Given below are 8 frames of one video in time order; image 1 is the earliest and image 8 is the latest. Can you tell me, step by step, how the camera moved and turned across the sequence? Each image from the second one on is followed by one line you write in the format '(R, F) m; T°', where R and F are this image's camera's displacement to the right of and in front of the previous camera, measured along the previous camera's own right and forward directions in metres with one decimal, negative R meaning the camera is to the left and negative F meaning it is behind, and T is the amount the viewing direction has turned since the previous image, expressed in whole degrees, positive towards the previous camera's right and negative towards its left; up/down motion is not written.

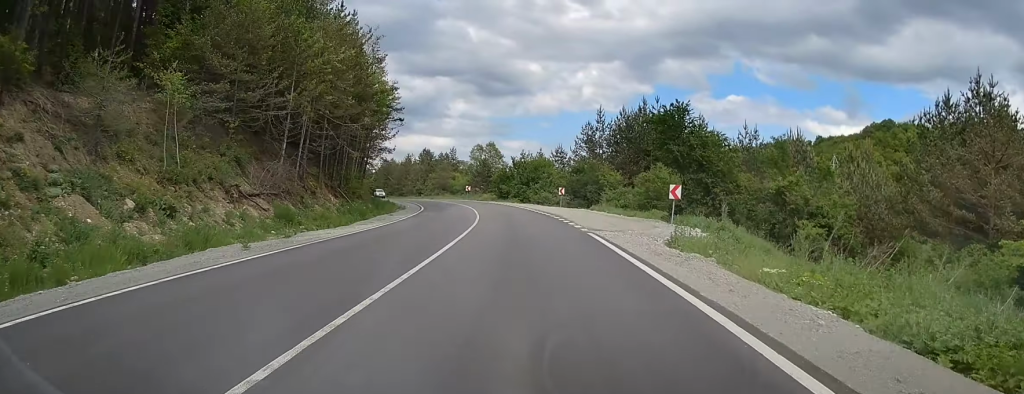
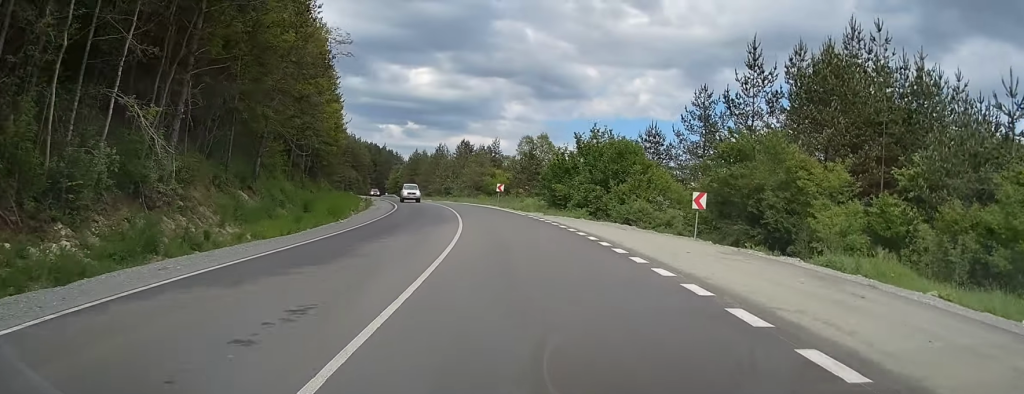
(-1.4, +37.3) m; -5°
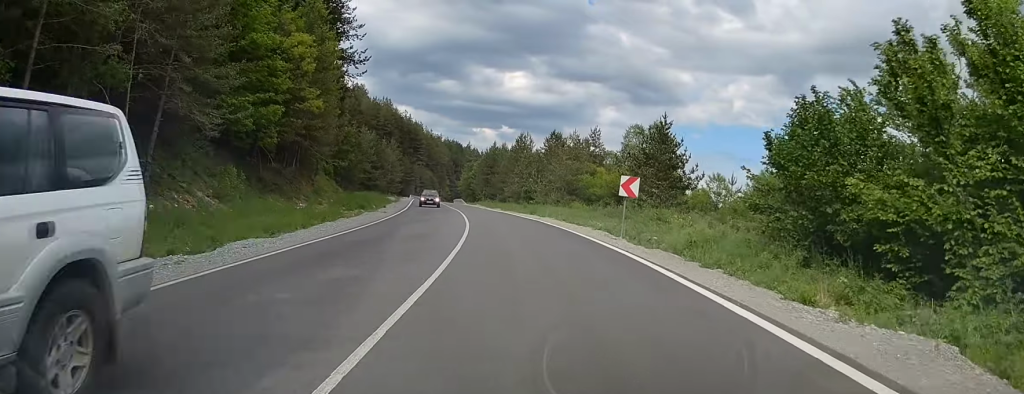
(-1.7, +36.5) m; -6°
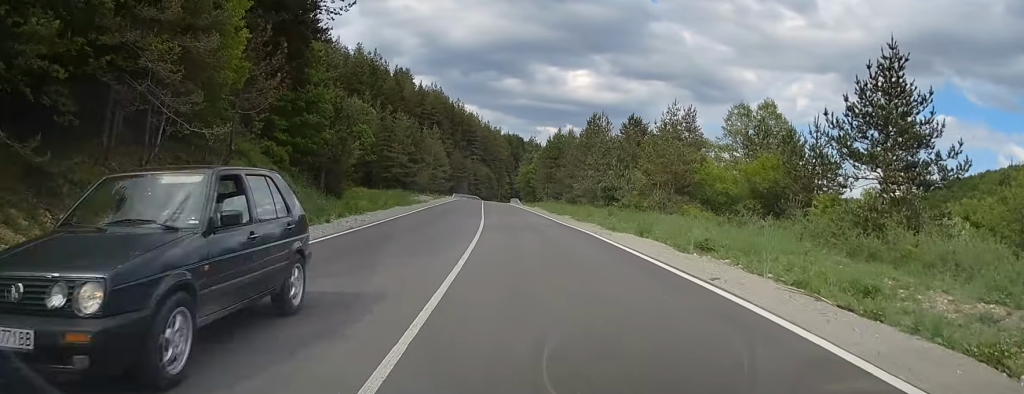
(-1.4, +26.9) m; -7°
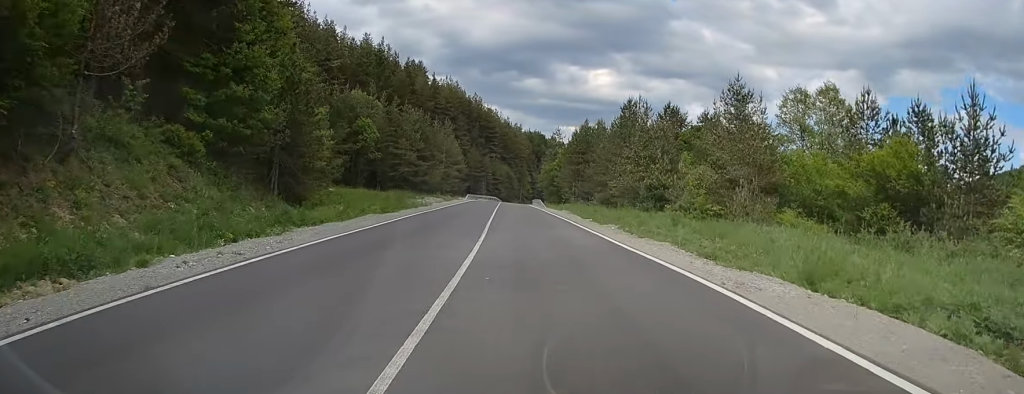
(-0.6, +13.2) m; -2°
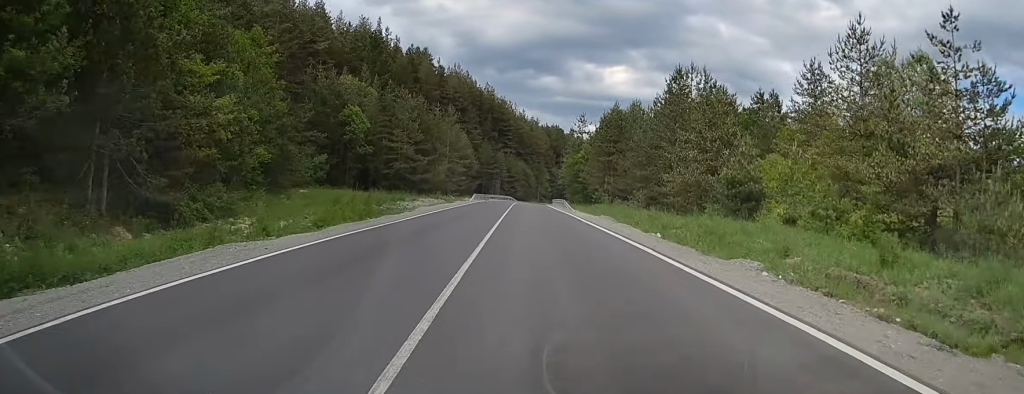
(-0.4, +17.0) m; -1°
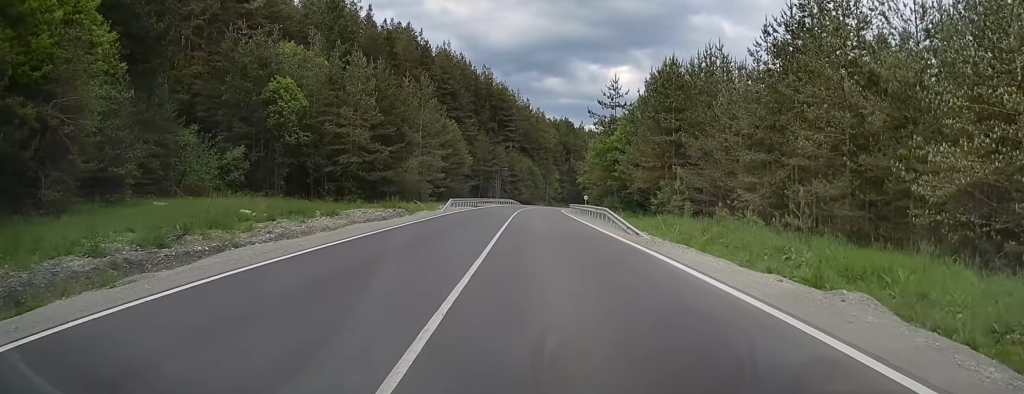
(+0.1, +28.5) m; 0°
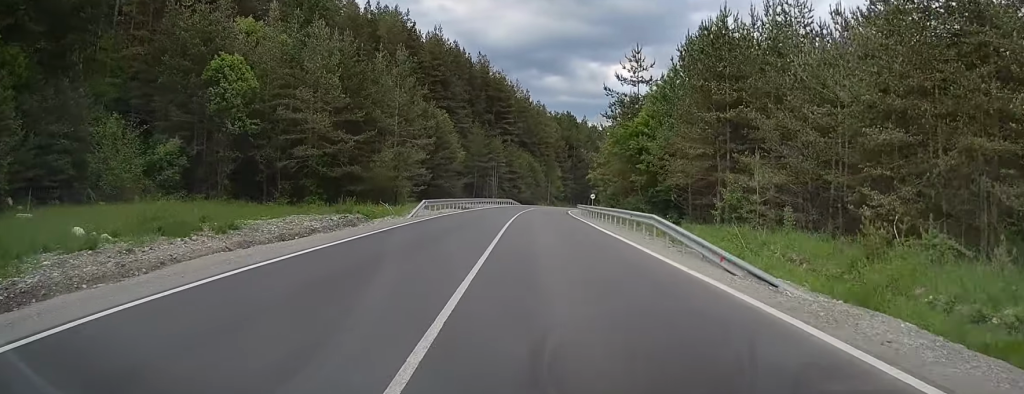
(+0.1, +12.3) m; 0°
